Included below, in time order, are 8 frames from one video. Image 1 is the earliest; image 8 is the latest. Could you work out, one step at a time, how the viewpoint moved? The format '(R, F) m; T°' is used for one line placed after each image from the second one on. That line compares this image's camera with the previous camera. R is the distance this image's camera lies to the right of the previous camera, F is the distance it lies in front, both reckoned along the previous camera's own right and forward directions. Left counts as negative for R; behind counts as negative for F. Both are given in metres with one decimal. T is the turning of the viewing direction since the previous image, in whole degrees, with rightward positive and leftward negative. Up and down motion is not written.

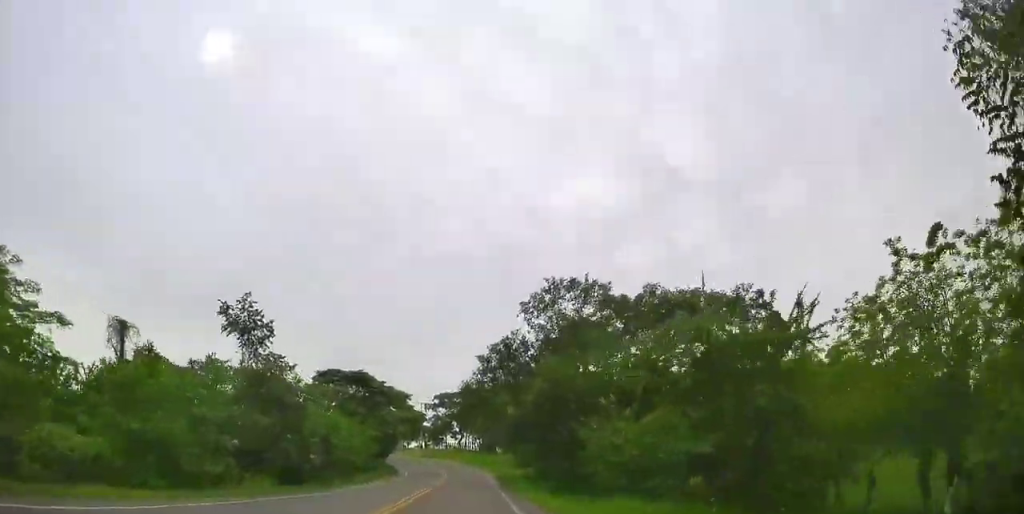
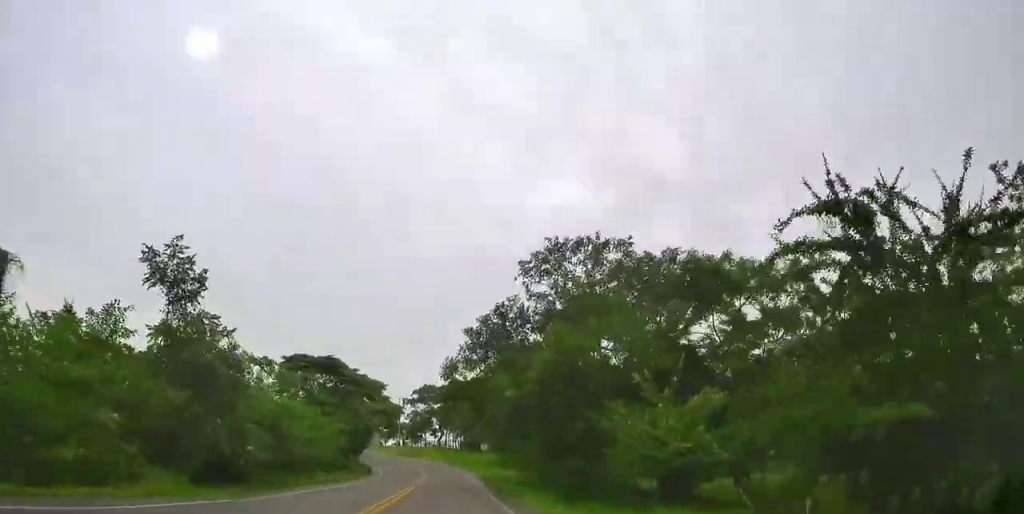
(-0.1, +6.7) m; +3°
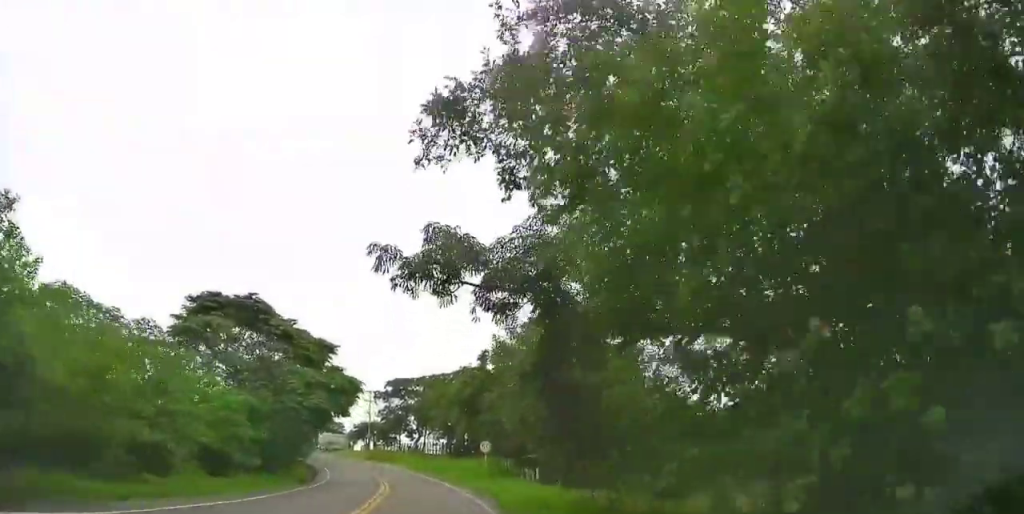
(+1.9, +19.9) m; +6°
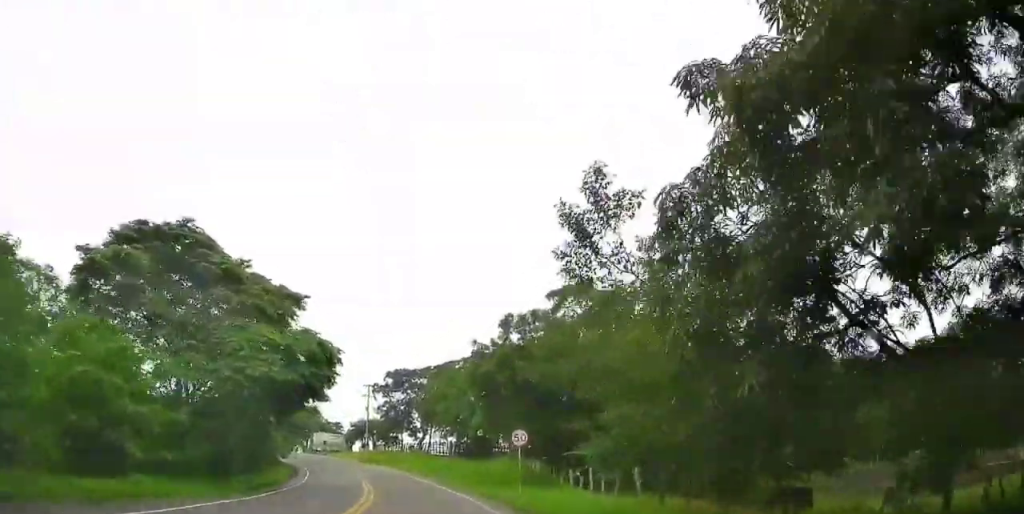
(-0.1, +11.3) m; +1°
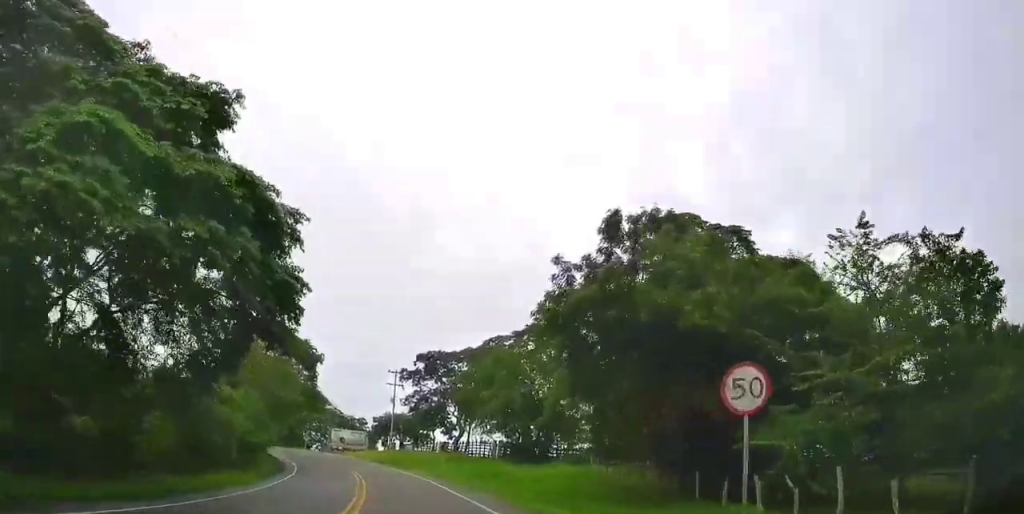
(+0.4, +15.2) m; +1°
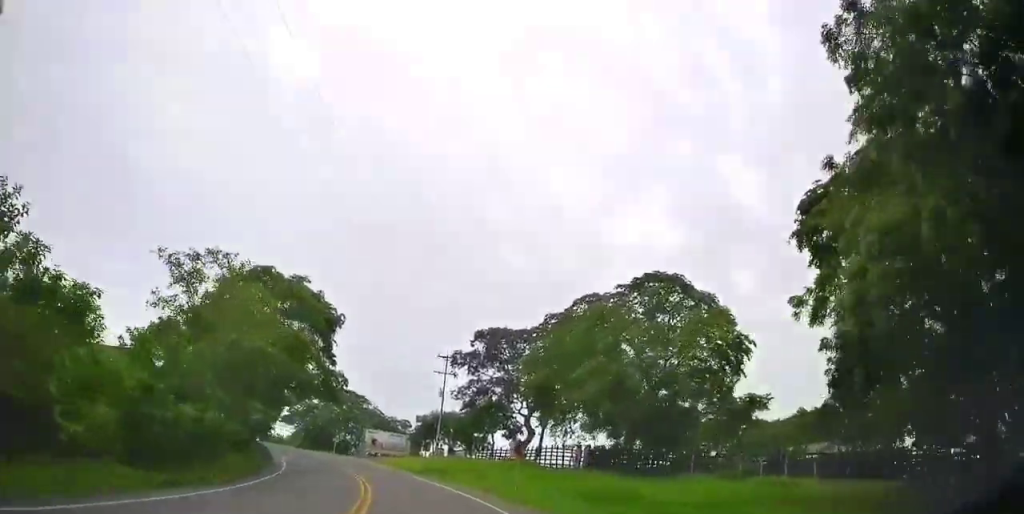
(-0.1, +16.4) m; -1°
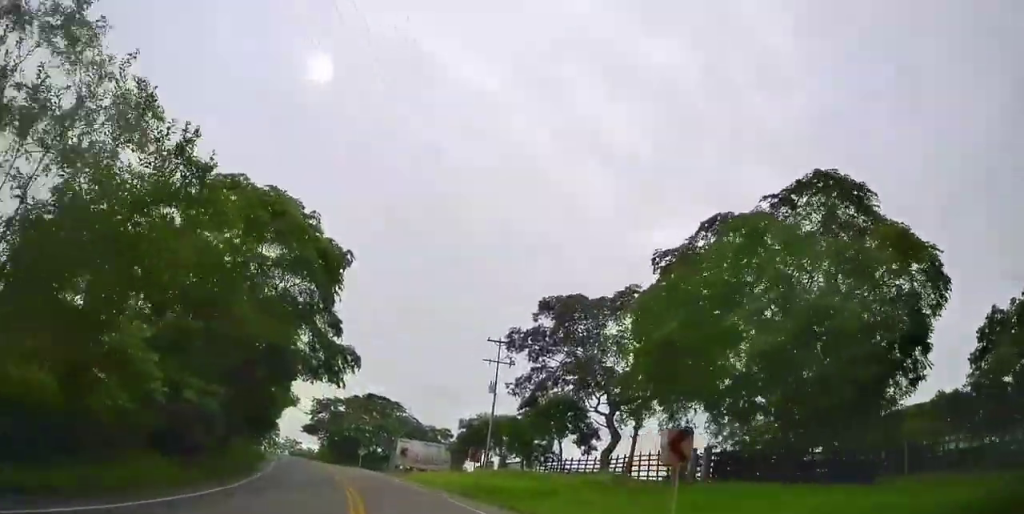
(-0.2, +13.7) m; -3°
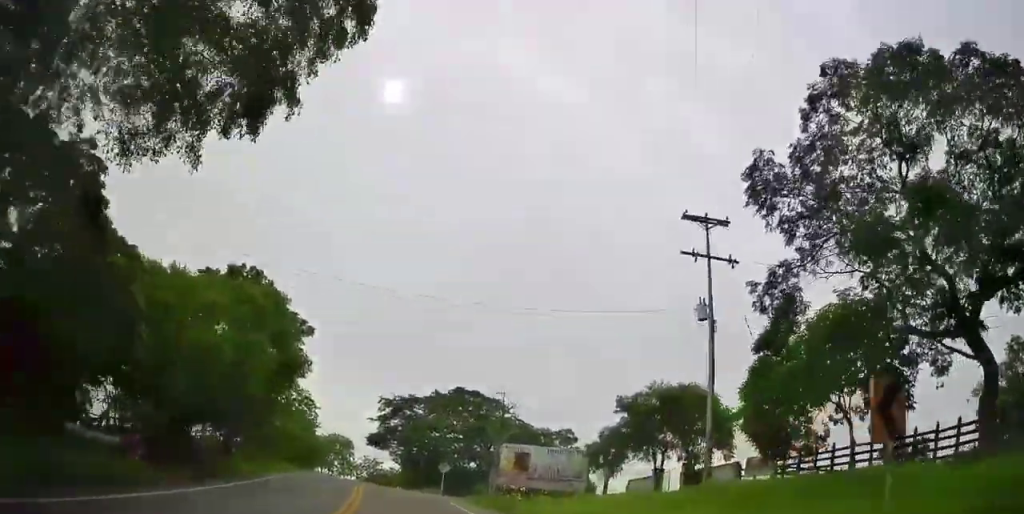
(-1.7, +24.3) m; -8°
